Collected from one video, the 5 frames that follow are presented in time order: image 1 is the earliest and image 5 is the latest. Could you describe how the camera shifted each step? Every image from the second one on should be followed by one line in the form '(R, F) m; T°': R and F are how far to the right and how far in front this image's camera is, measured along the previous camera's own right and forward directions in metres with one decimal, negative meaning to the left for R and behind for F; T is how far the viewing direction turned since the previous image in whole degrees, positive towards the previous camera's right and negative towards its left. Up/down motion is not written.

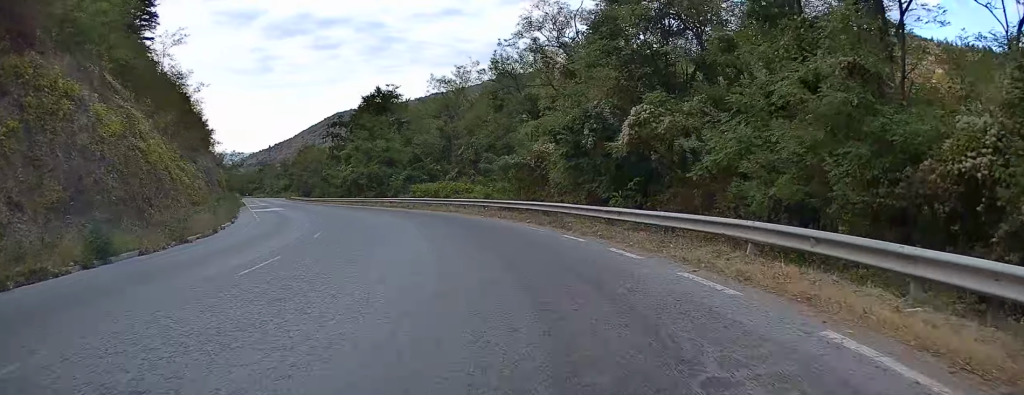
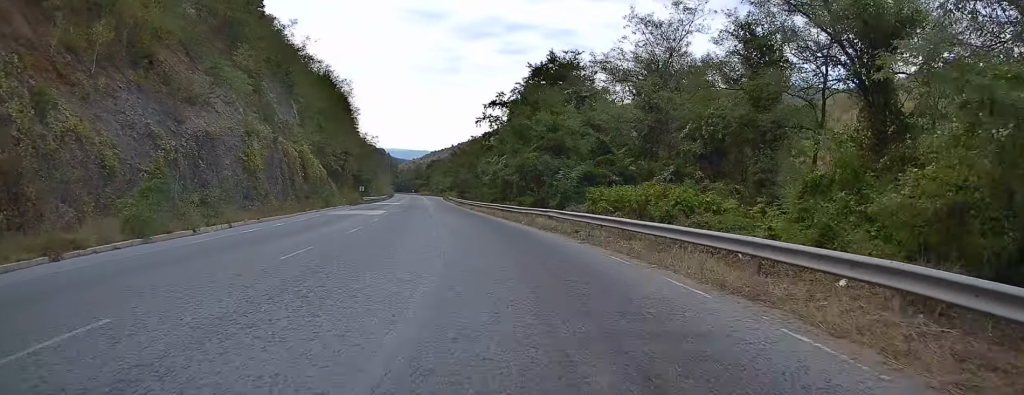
(-4.5, +26.1) m; -17°
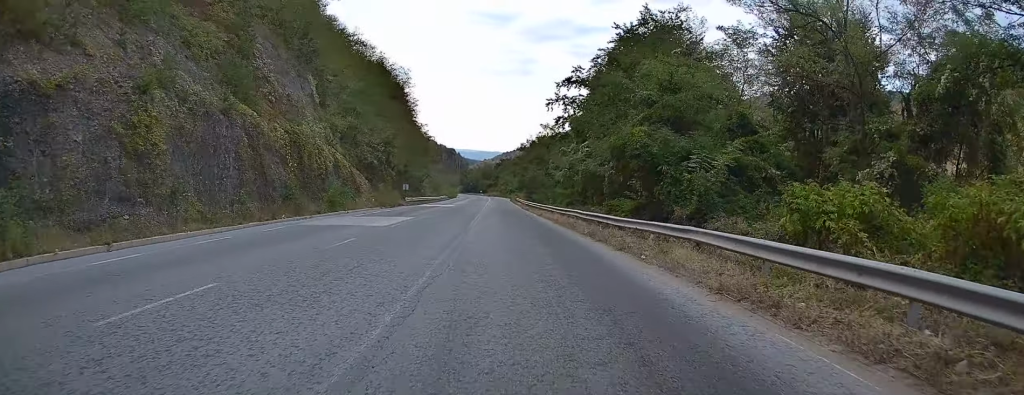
(-1.2, +15.9) m; -8°
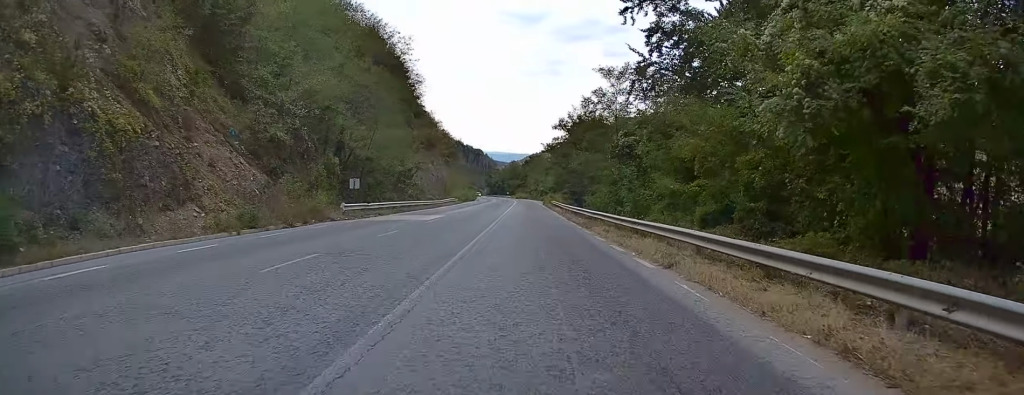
(-2.4, +31.6) m; -6°
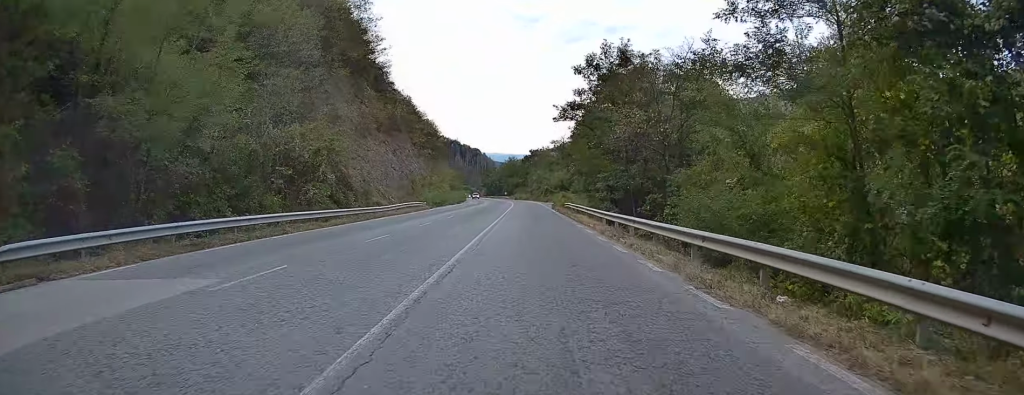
(-0.3, +28.6) m; 0°
